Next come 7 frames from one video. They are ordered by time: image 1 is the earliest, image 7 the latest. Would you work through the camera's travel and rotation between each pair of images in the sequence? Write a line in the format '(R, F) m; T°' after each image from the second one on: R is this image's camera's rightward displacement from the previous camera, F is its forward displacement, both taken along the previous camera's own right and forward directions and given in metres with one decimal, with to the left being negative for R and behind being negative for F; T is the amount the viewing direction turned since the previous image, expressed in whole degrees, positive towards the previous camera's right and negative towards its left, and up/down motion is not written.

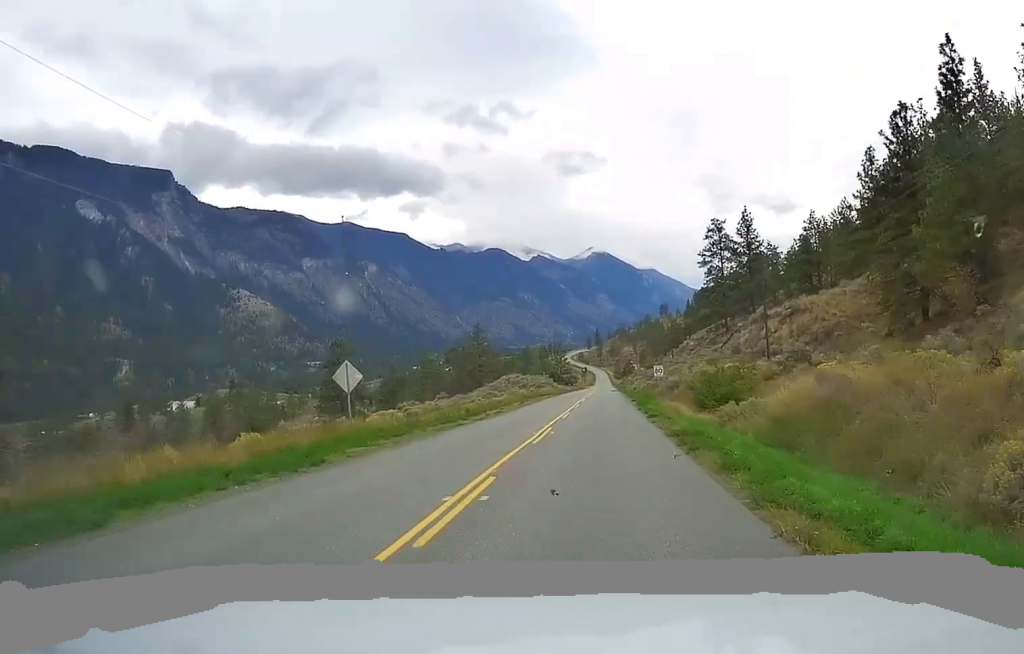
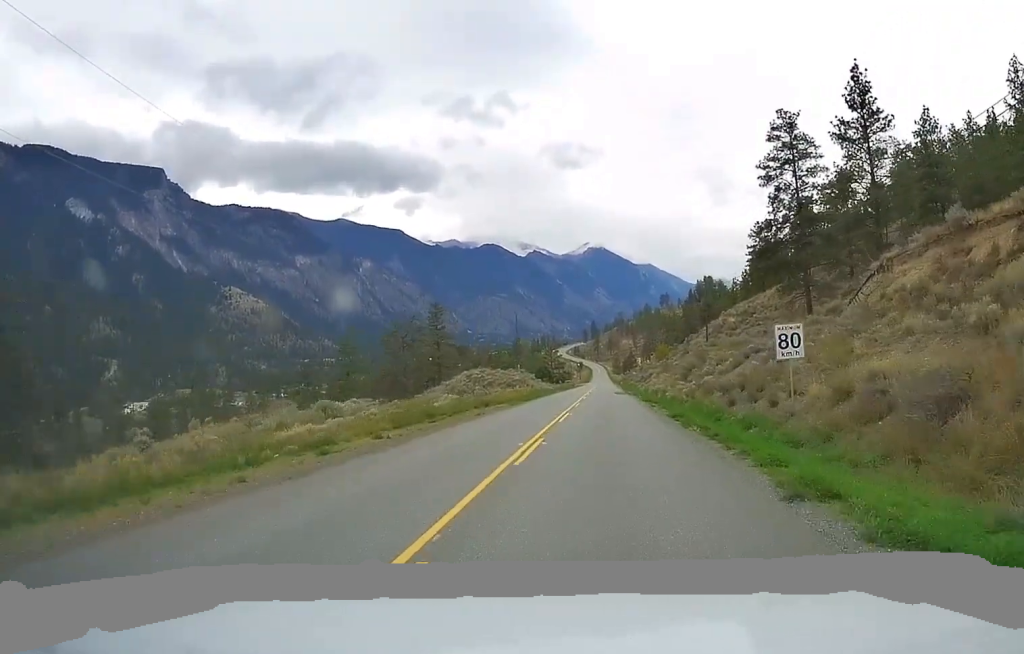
(+0.7, +44.9) m; +1°
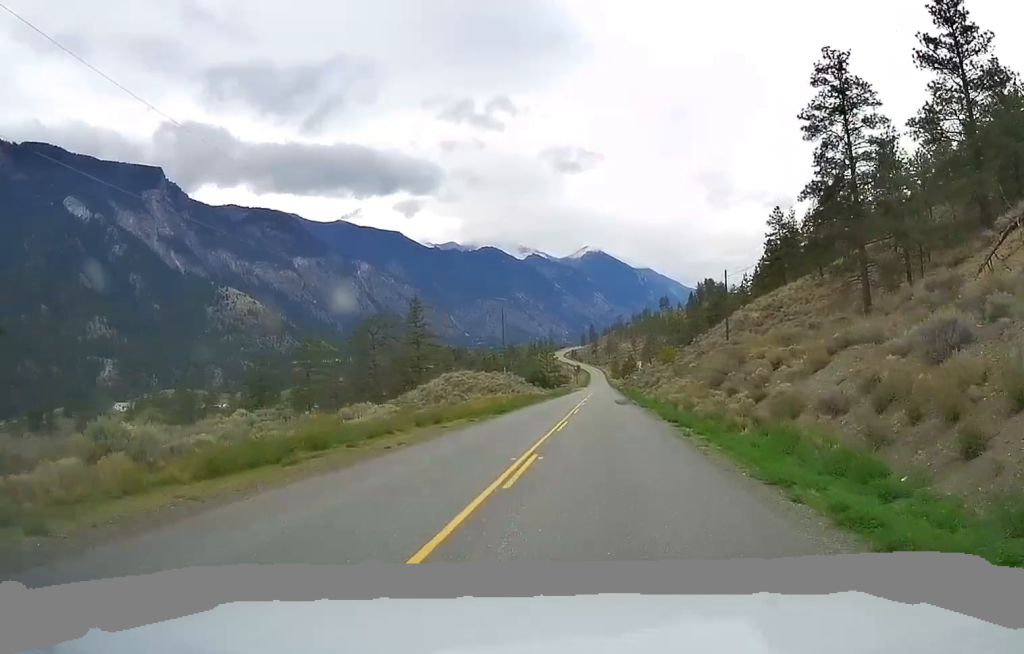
(-0.5, +15.1) m; -1°
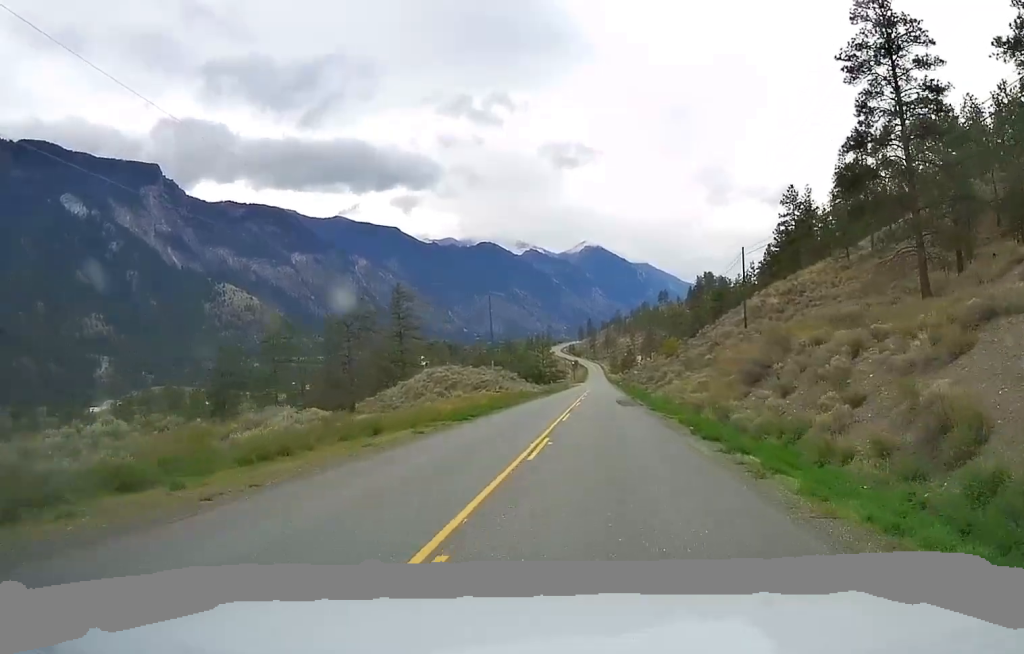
(+0.2, +10.1) m; +1°
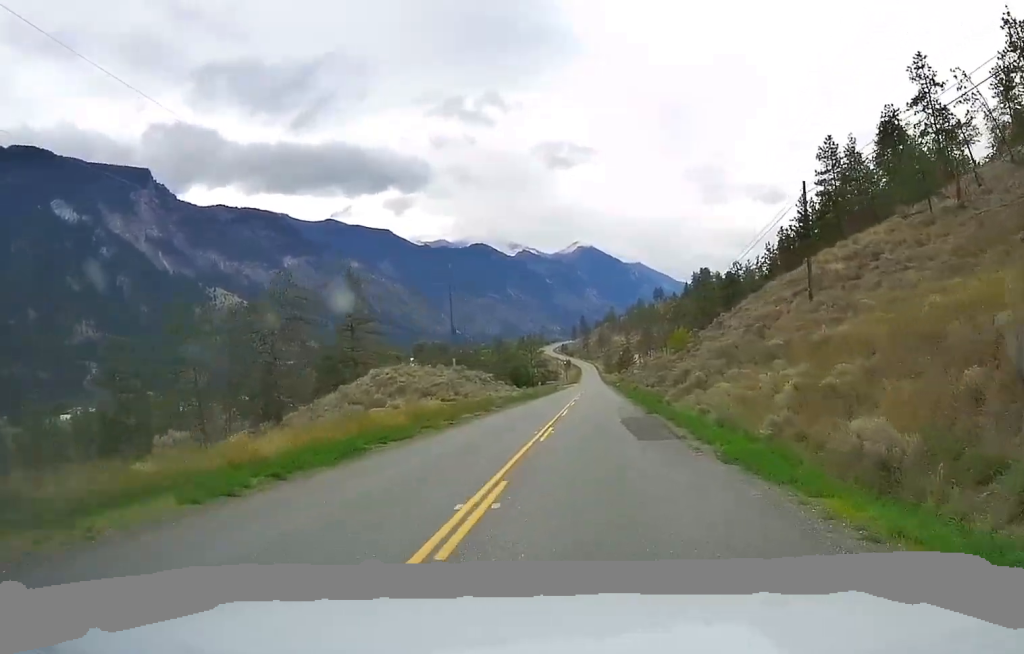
(+0.2, +21.4) m; +1°
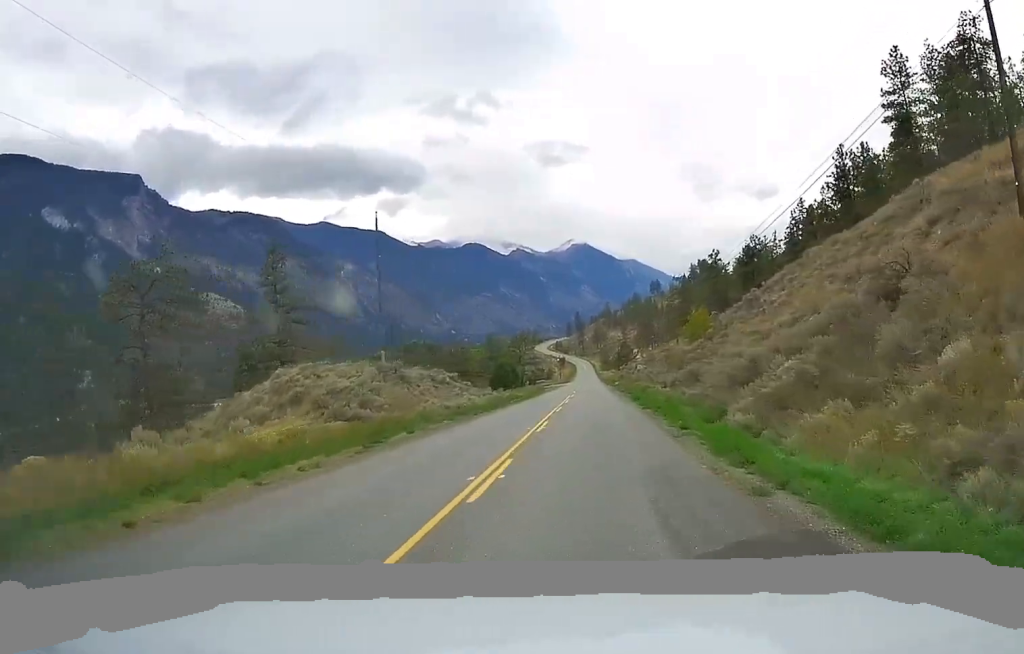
(+0.3, +22.6) m; 0°
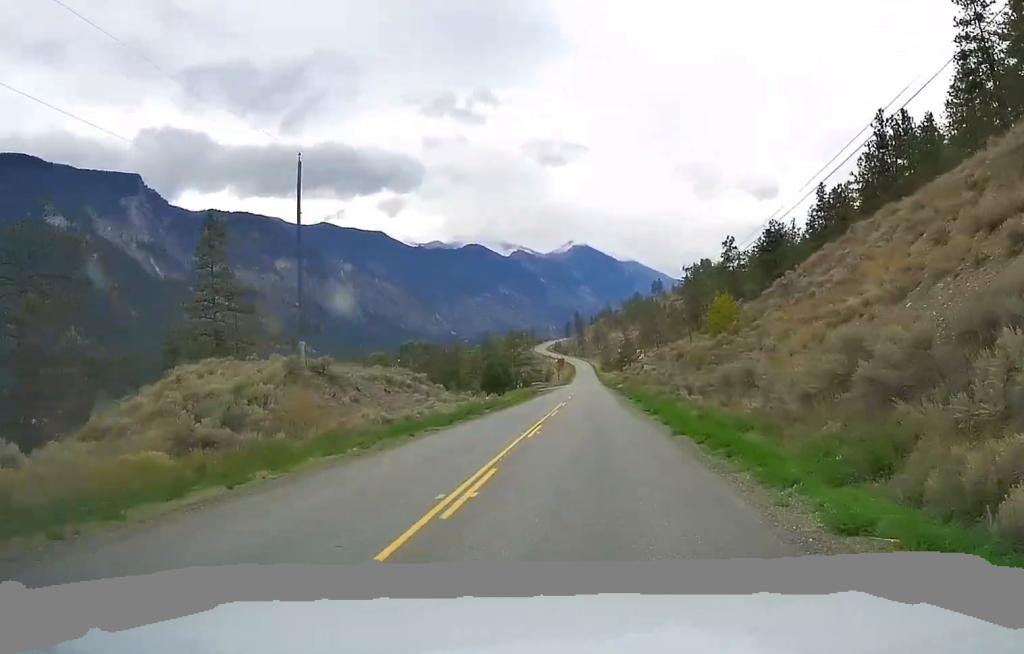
(-0.1, +14.0) m; 0°
